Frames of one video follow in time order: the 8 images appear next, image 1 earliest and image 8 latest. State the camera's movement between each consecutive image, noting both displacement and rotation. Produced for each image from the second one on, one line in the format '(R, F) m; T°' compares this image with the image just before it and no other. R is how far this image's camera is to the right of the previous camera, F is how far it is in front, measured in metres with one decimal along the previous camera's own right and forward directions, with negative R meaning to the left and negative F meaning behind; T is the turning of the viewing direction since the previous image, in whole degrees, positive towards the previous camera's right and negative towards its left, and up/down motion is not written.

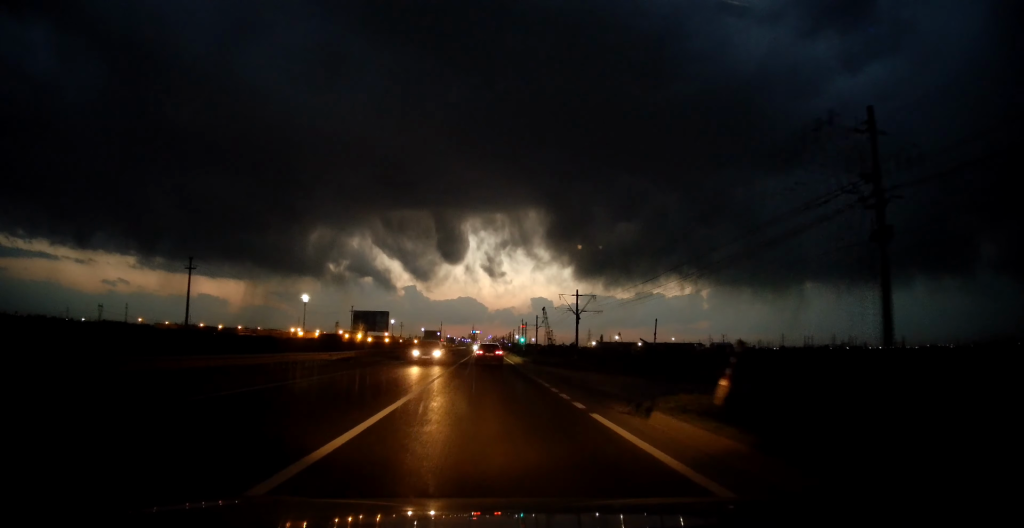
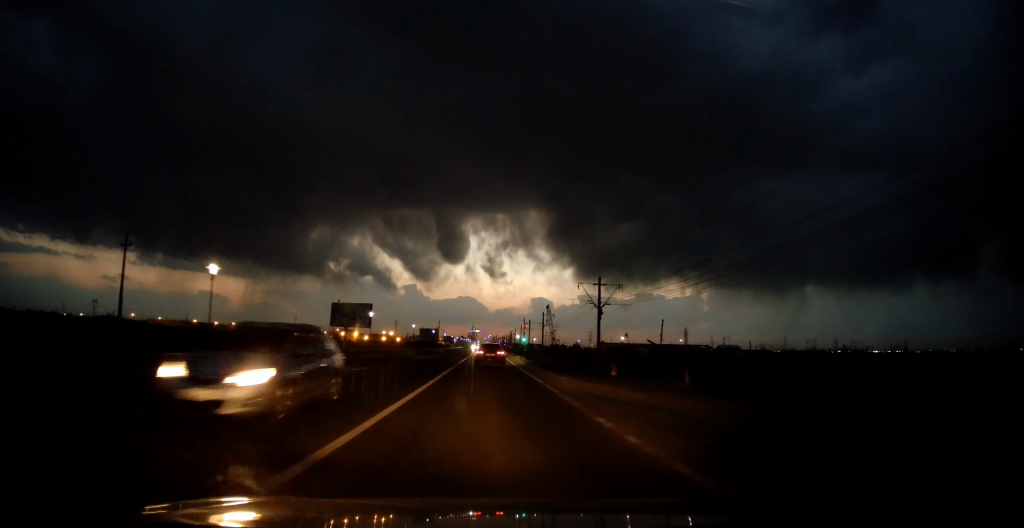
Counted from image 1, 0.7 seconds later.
(-0.1, +12.4) m; +1°
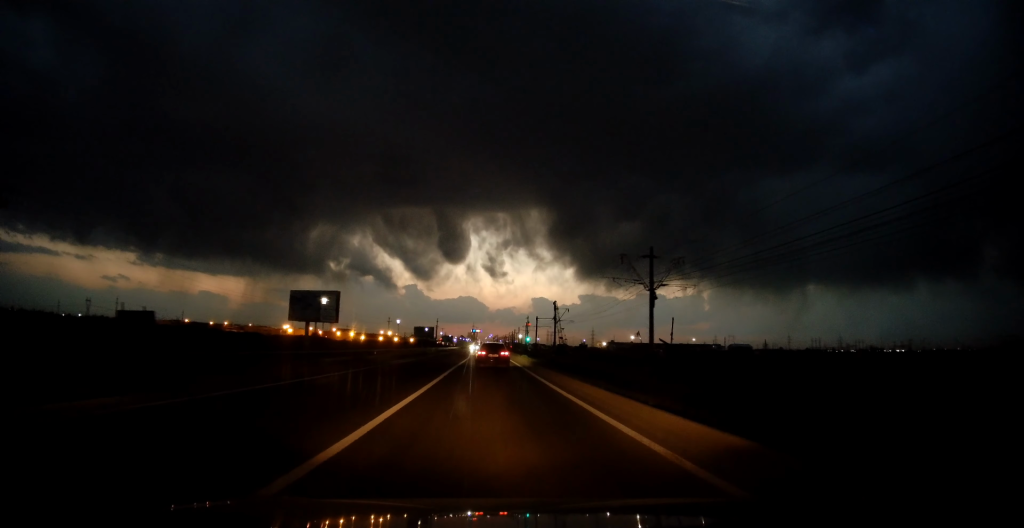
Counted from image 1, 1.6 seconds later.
(+0.3, +16.4) m; +1°
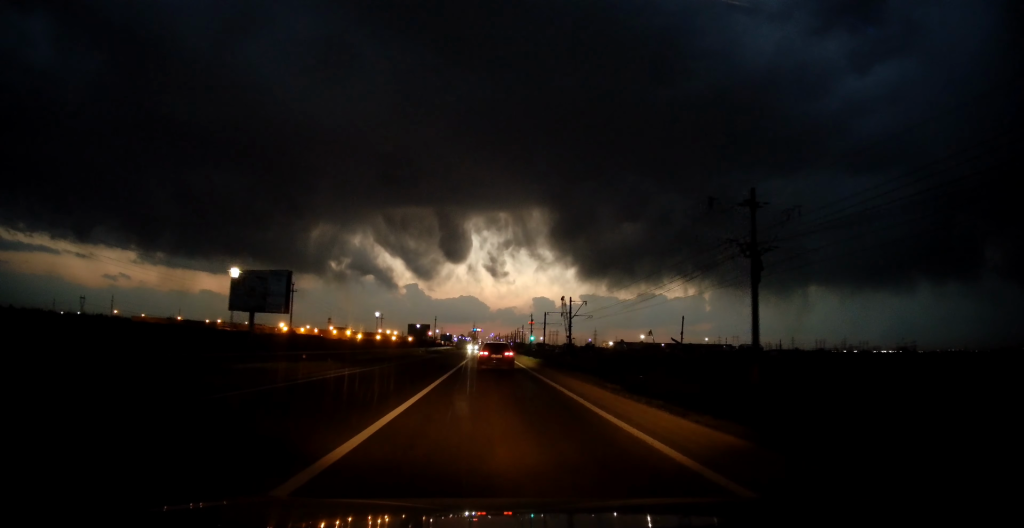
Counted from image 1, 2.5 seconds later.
(+0.1, +14.4) m; 0°
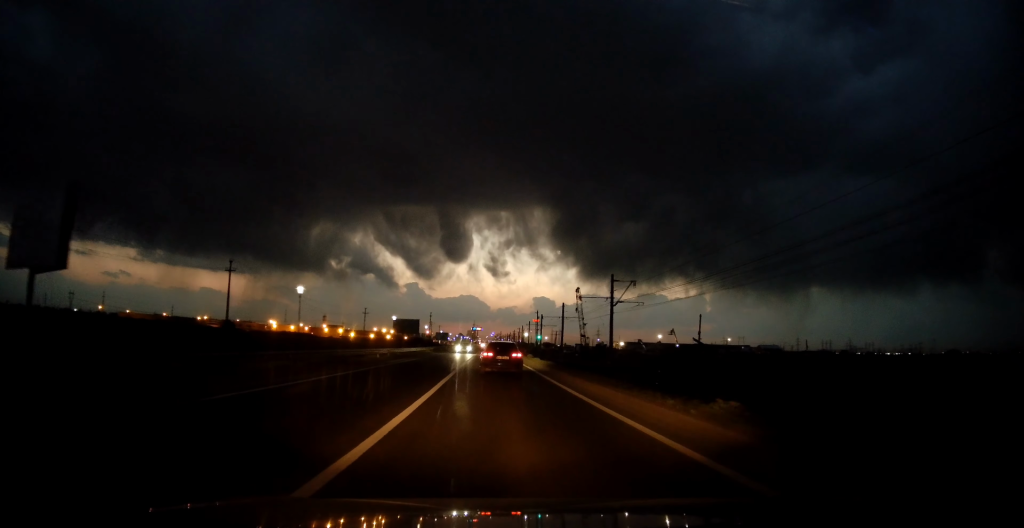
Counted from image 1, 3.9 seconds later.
(-0.4, +23.8) m; -1°
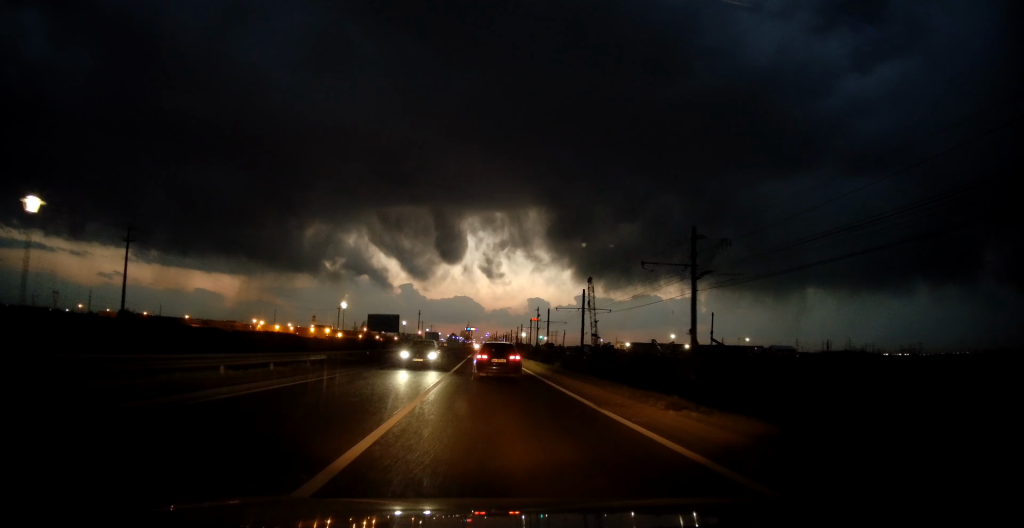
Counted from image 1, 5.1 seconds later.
(+0.2, +21.0) m; +1°
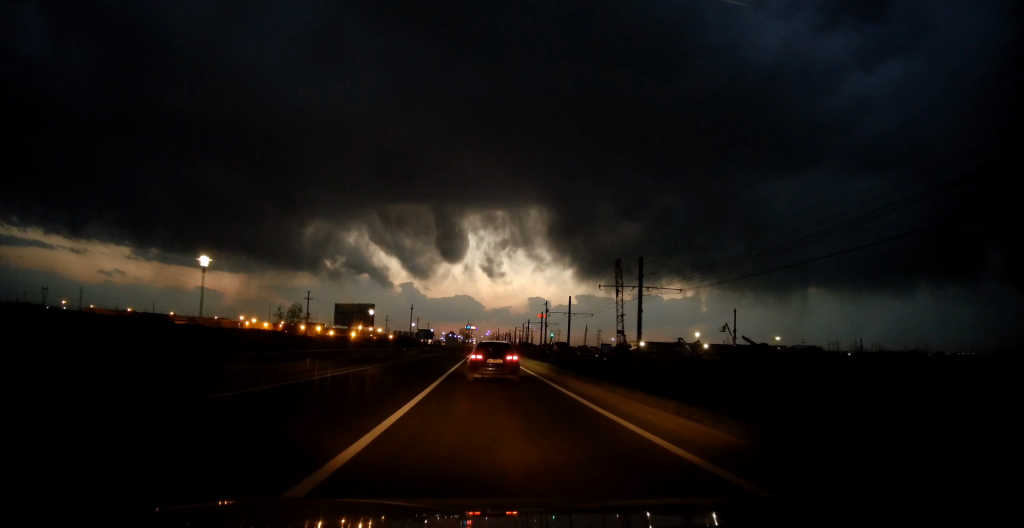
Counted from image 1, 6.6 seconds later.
(-0.1, +22.8) m; -1°
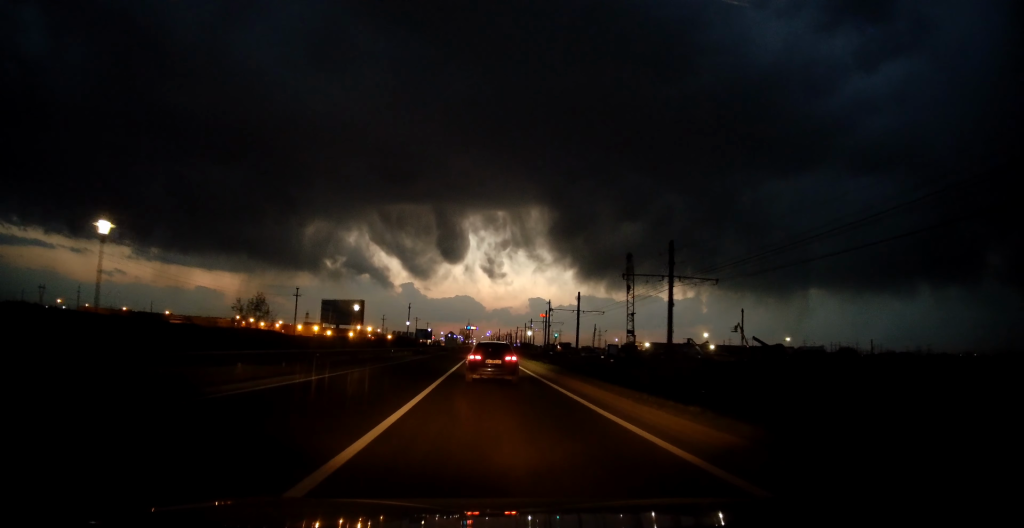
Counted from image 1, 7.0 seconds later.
(0.0, +6.7) m; 0°
